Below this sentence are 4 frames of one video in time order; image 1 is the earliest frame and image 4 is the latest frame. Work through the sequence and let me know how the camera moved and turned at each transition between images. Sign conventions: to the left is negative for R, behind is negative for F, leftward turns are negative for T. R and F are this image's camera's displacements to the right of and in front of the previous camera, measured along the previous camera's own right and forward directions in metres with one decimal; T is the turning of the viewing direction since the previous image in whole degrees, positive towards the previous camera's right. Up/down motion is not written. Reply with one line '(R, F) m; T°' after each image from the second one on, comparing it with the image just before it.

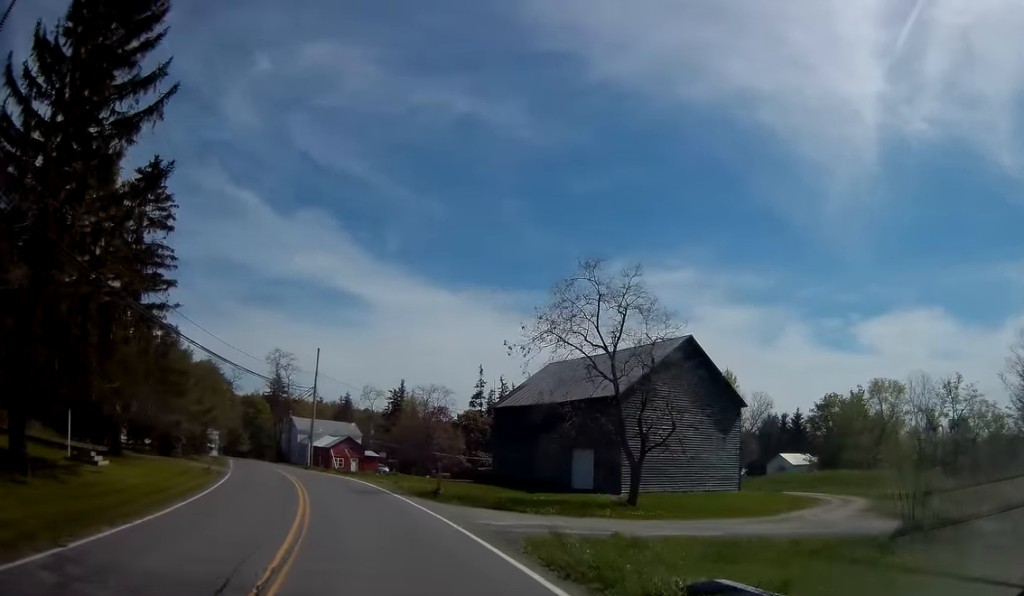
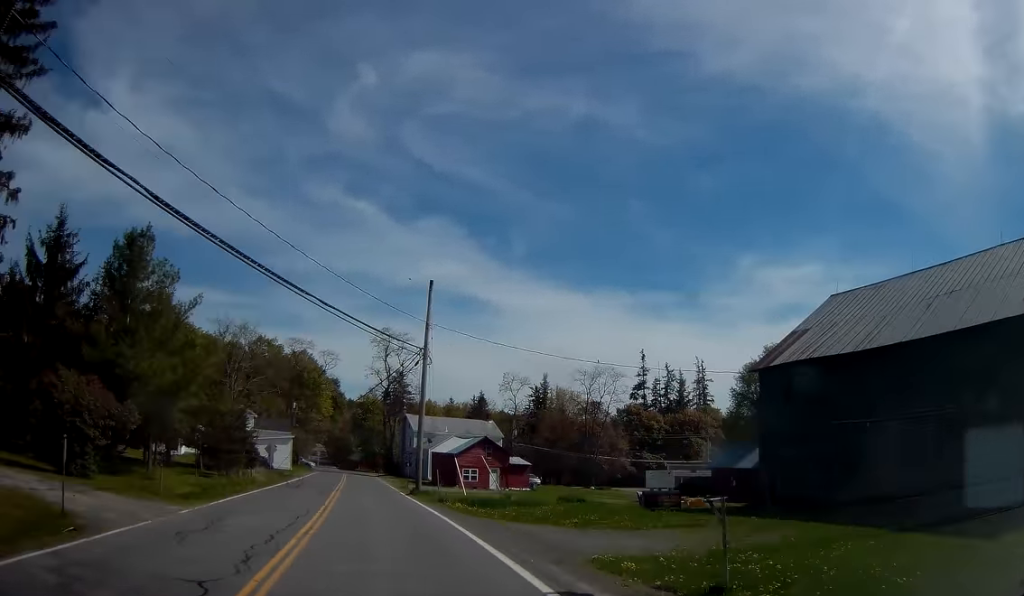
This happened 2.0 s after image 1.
(-2.7, +28.0) m; -11°
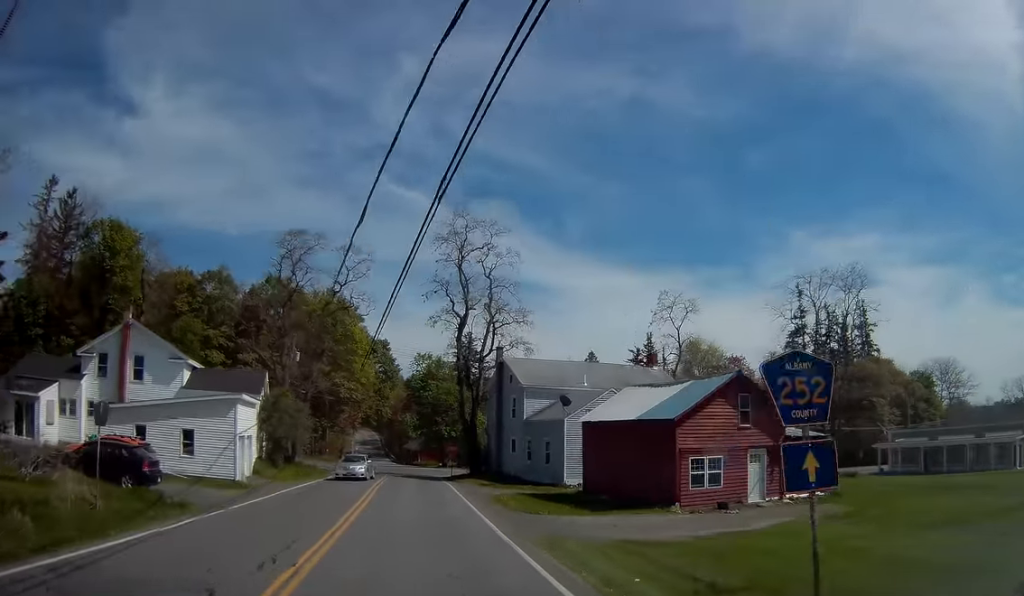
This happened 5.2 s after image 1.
(-4.2, +41.0) m; -9°
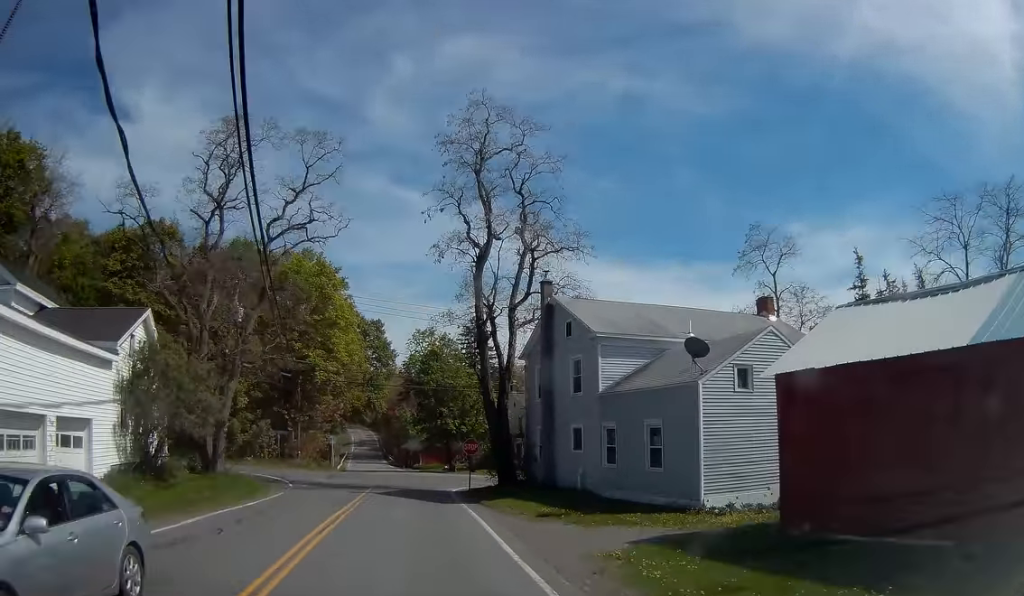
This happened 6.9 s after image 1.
(+0.2, +17.3) m; +2°
